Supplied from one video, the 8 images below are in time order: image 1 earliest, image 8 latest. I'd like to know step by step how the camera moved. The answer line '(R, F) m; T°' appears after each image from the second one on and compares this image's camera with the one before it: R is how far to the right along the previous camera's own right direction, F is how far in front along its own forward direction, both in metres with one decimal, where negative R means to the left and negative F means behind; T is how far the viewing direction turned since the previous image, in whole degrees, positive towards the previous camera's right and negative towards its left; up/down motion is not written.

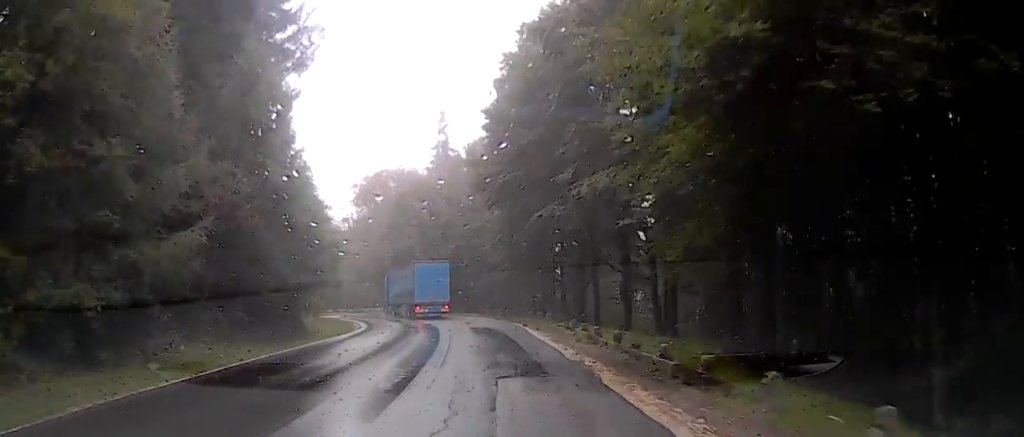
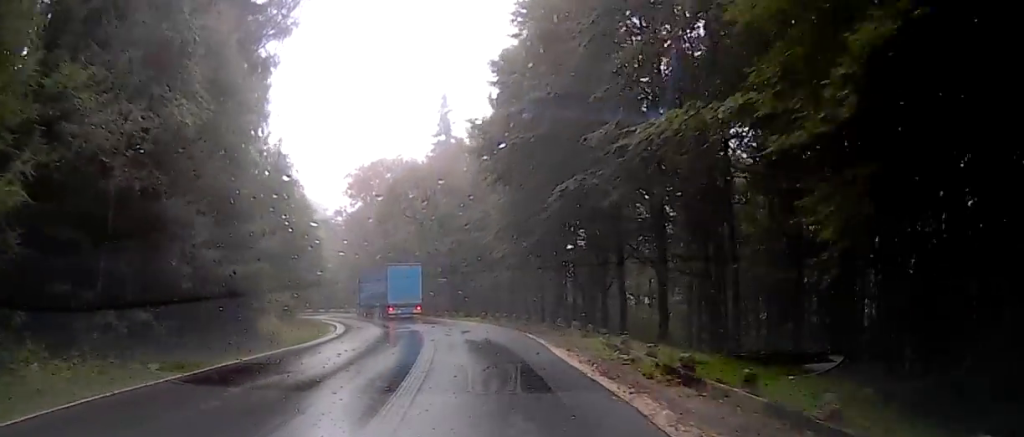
(+0.3, +7.1) m; -4°
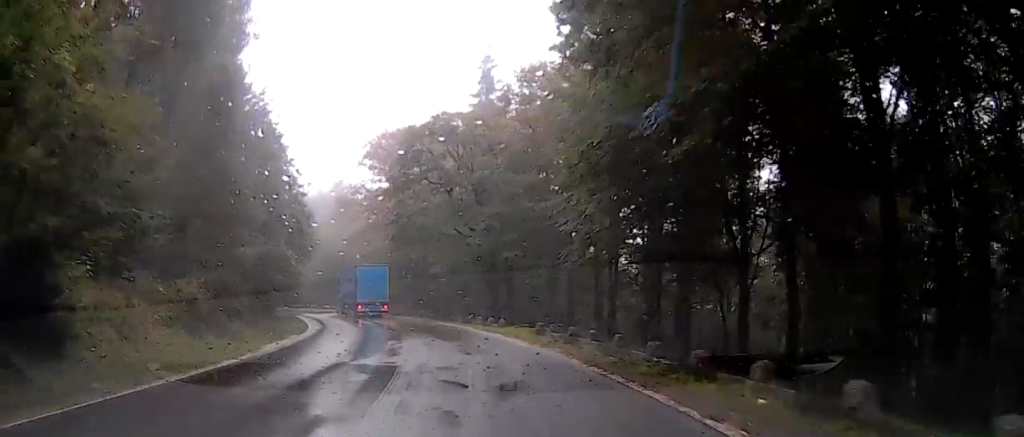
(-2.0, +15.7) m; -12°
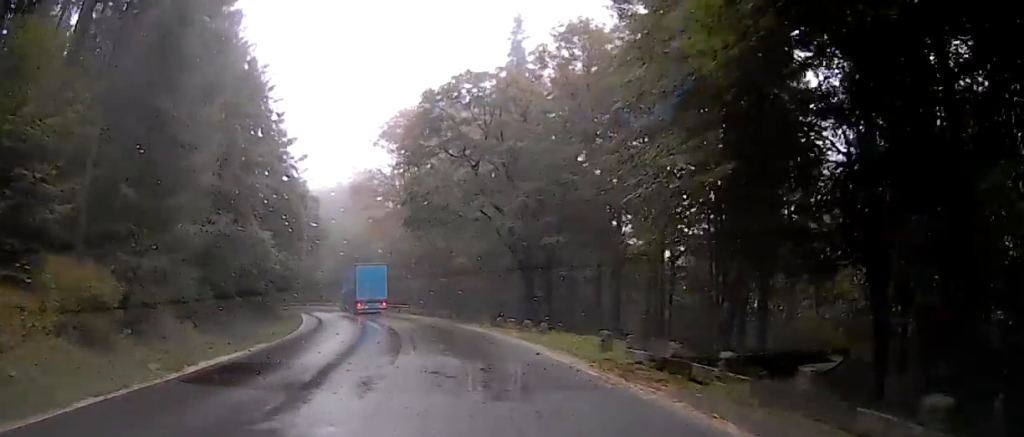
(0.0, +7.1) m; 0°
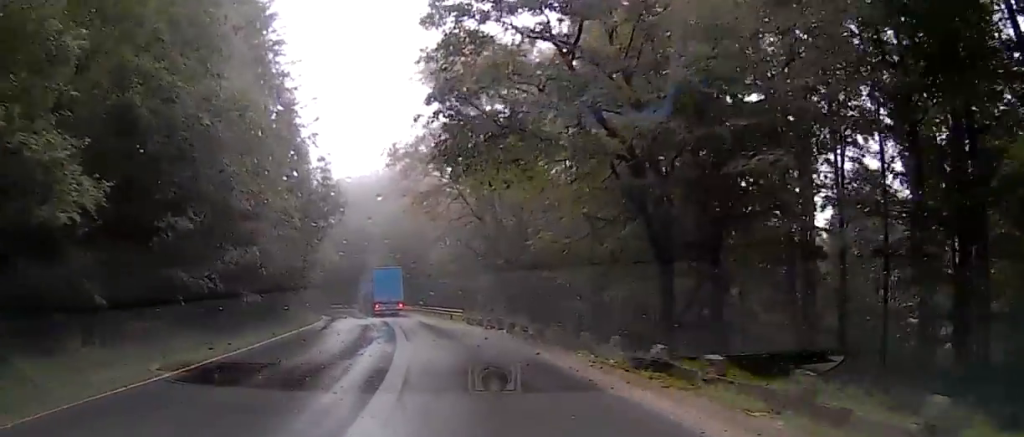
(0.0, +16.0) m; 0°
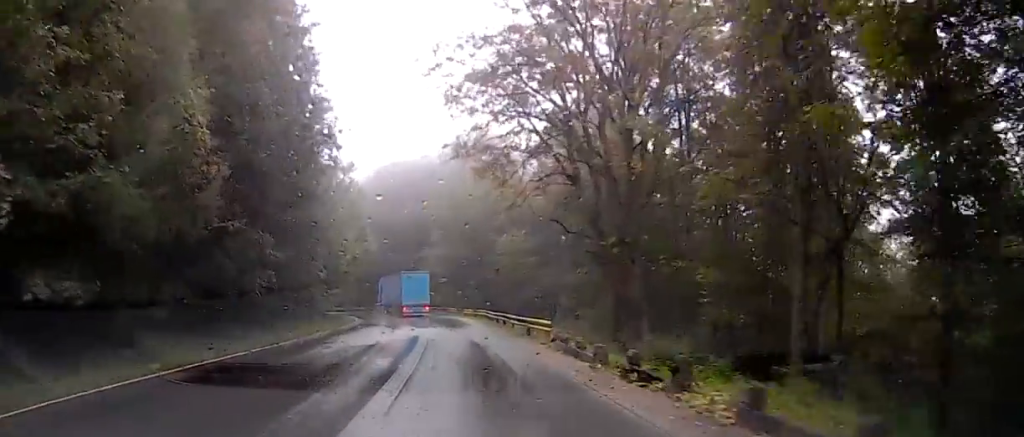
(0.0, +15.2) m; -4°
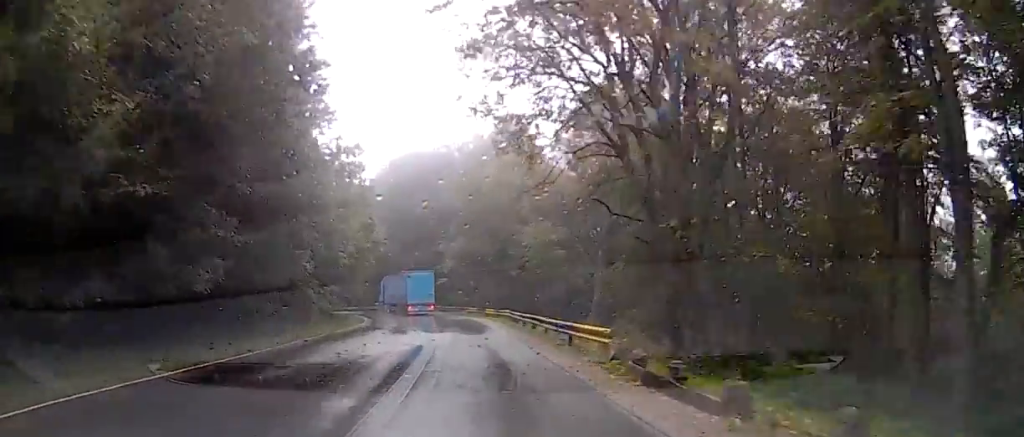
(+0.4, +5.6) m; -4°
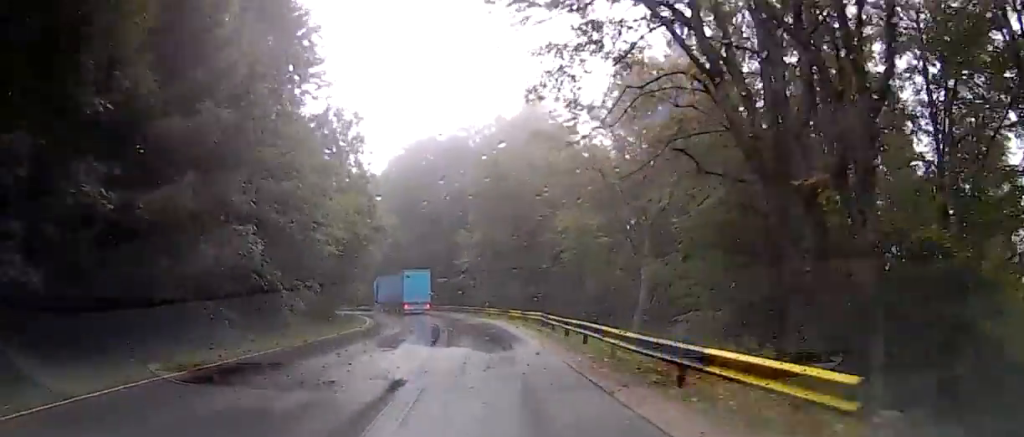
(-1.0, +8.3) m; -5°
